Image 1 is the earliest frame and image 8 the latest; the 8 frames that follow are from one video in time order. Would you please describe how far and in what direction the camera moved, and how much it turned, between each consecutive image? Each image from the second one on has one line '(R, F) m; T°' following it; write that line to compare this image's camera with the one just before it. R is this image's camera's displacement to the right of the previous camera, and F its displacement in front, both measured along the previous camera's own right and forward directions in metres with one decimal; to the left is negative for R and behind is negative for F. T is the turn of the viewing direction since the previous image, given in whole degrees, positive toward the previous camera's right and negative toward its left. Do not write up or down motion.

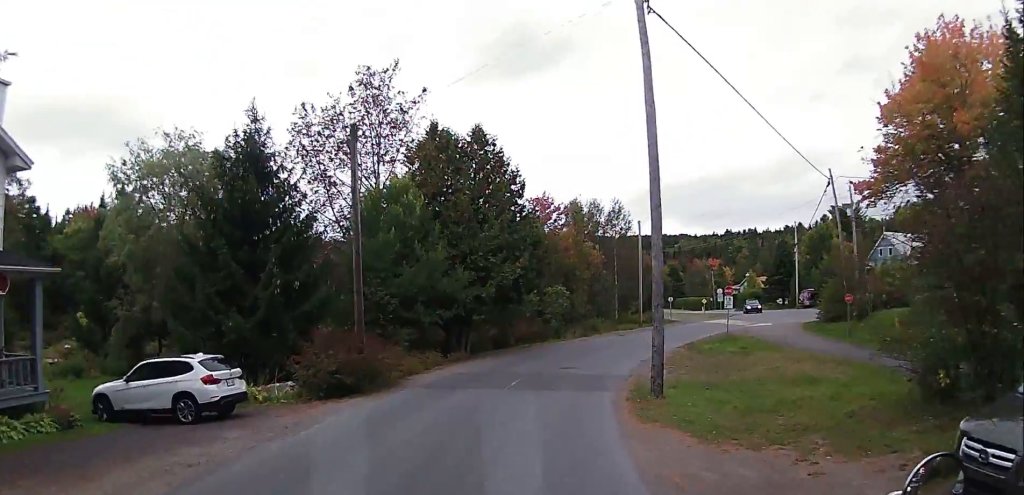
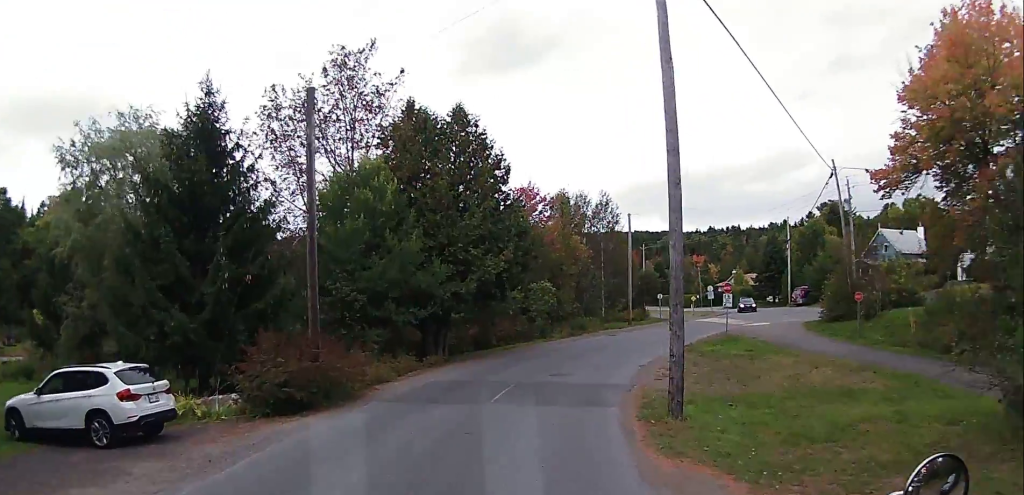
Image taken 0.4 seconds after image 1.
(0.0, +2.9) m; +2°
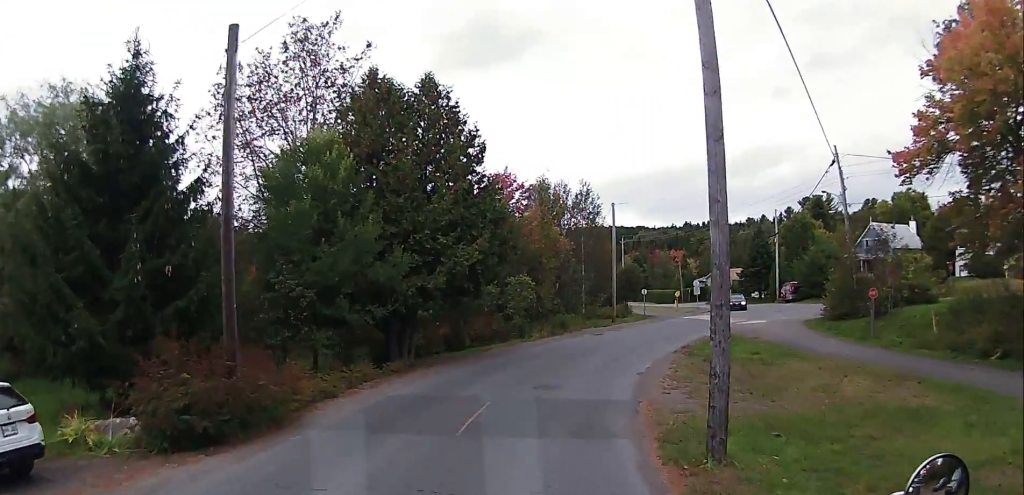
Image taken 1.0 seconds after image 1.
(-0.1, +3.6) m; +2°
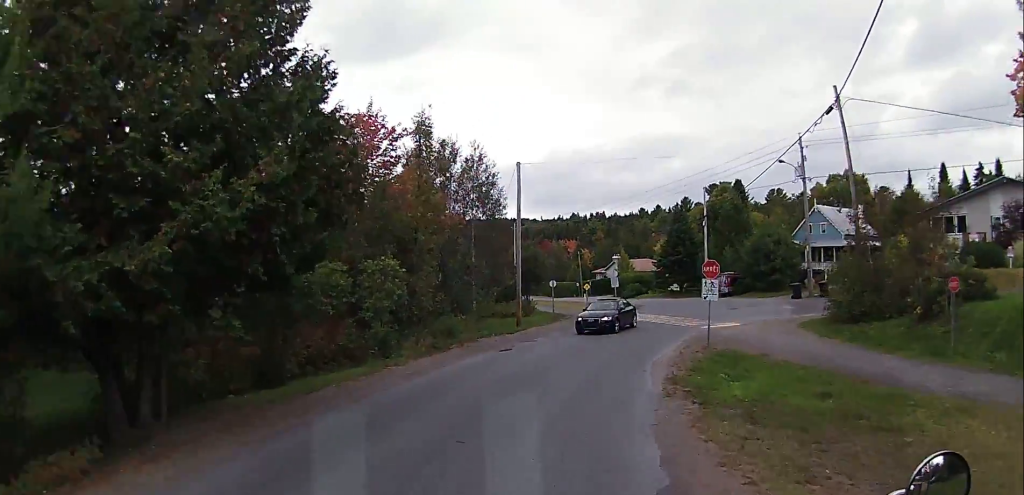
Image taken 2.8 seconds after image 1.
(+1.5, +12.8) m; +12°
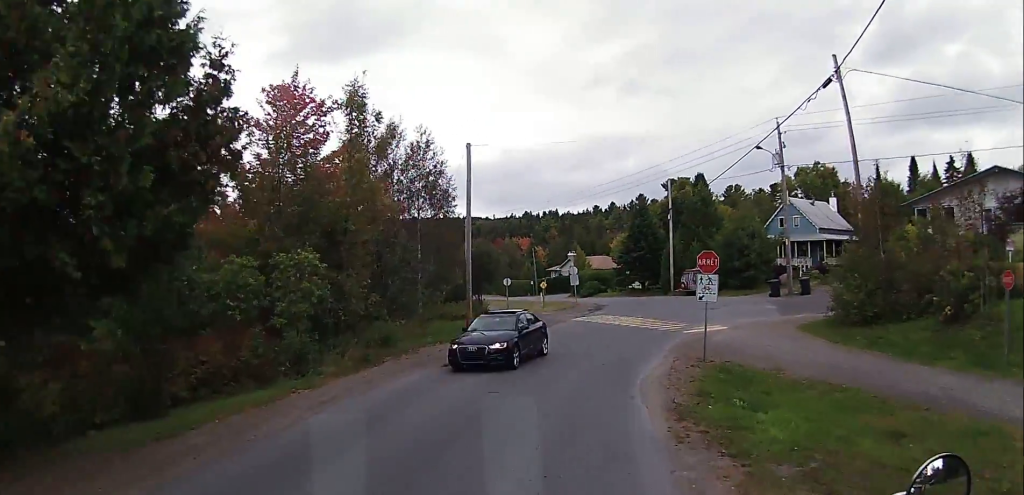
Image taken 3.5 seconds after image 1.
(+0.2, +4.4) m; +1°
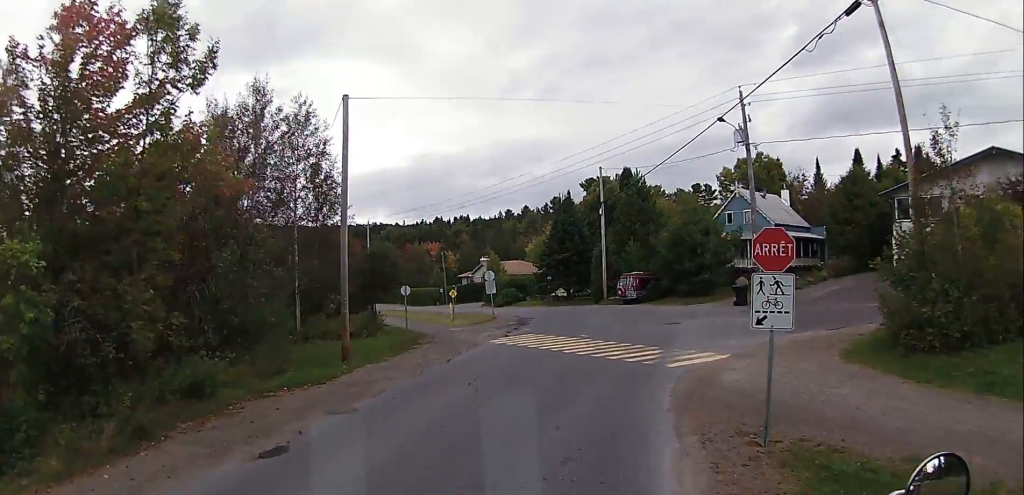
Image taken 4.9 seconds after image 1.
(-0.1, +9.7) m; +6°
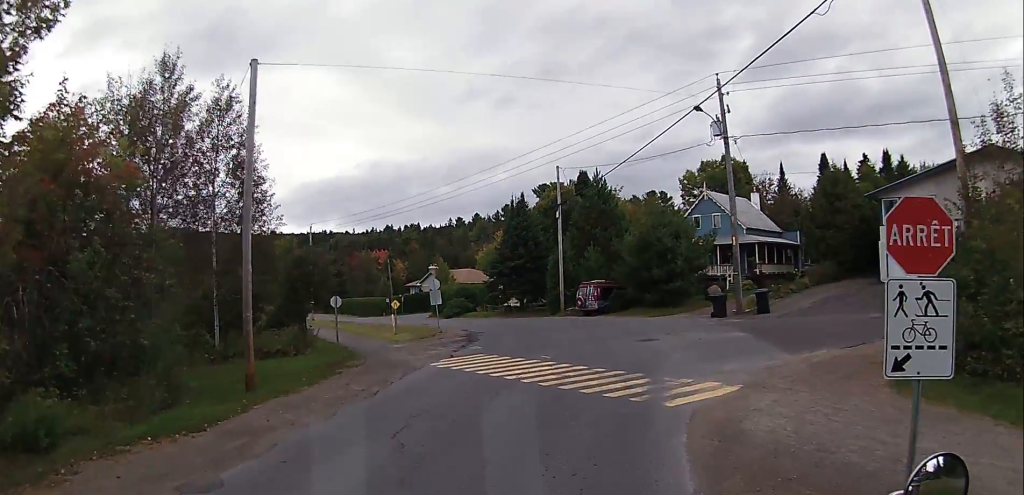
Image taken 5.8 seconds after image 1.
(+0.8, +5.2) m; +9°
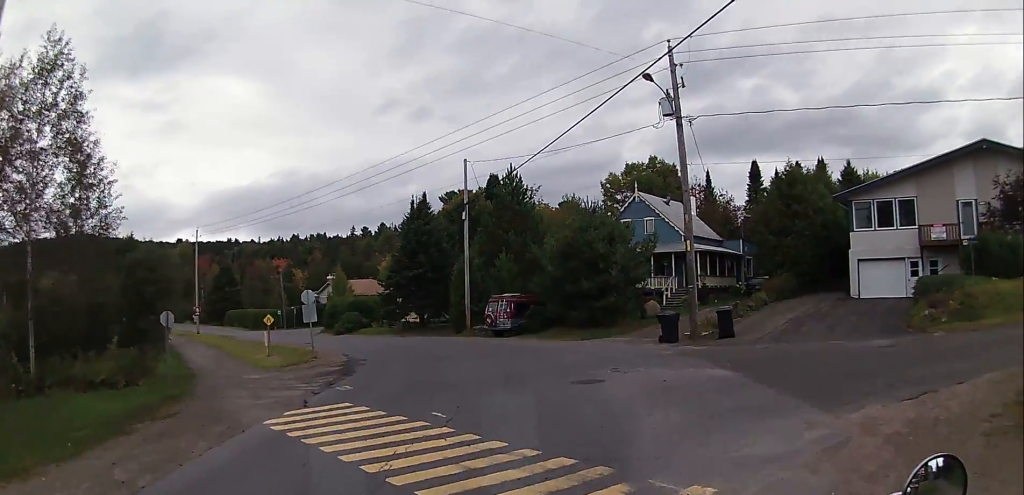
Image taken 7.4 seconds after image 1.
(+0.8, +7.8) m; +12°
